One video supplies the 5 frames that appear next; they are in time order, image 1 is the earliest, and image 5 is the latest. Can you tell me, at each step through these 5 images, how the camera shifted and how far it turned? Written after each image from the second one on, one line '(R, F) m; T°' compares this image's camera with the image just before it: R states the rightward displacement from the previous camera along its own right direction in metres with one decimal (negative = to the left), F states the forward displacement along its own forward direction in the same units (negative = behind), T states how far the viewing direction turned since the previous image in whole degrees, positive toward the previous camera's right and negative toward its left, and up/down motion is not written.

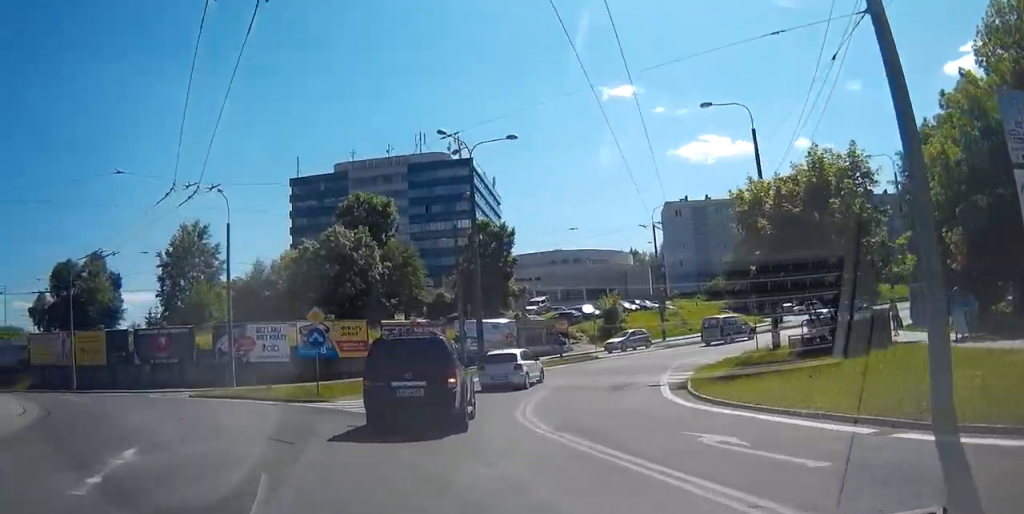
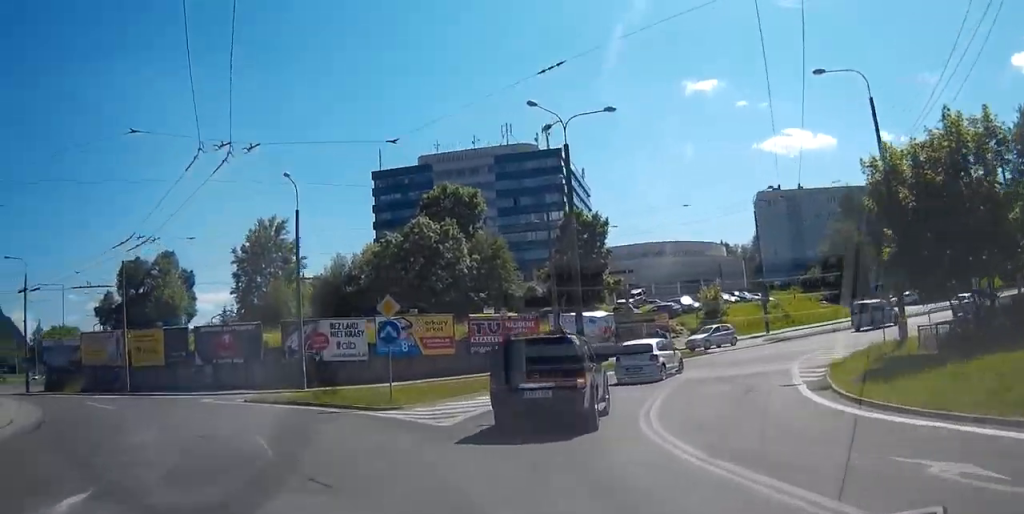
(-0.7, +3.4) m; -9°
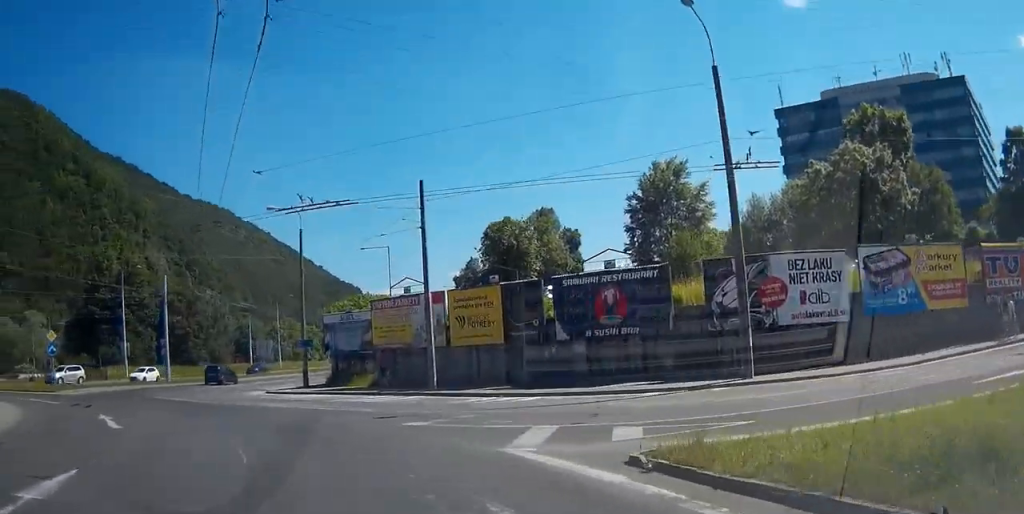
(-2.7, +16.8) m; -13°
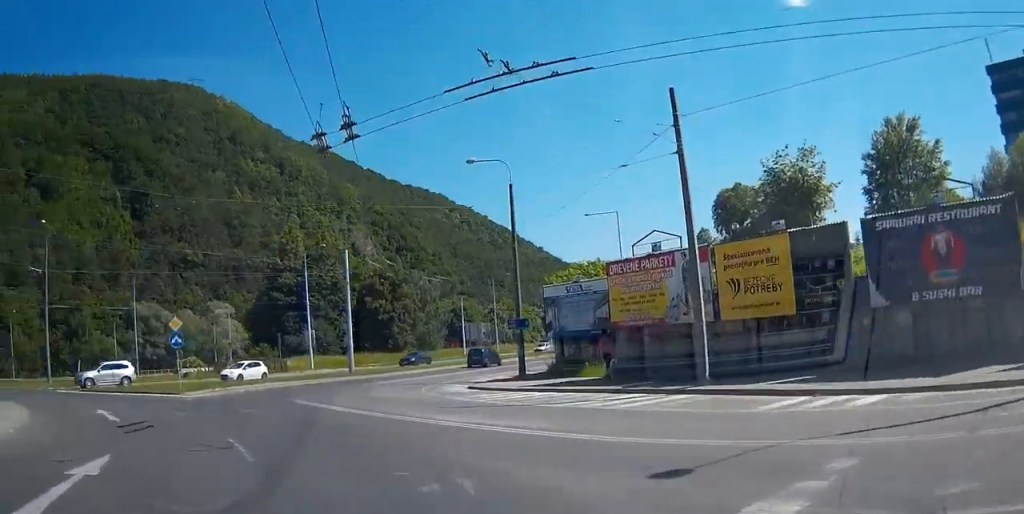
(-0.4, +9.5) m; -11°
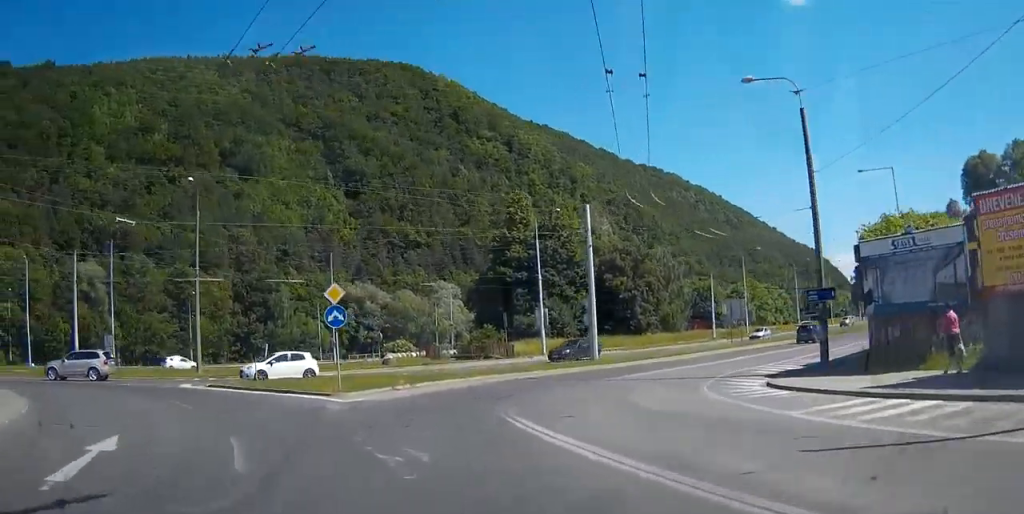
(-1.8, +11.7) m; -14°
